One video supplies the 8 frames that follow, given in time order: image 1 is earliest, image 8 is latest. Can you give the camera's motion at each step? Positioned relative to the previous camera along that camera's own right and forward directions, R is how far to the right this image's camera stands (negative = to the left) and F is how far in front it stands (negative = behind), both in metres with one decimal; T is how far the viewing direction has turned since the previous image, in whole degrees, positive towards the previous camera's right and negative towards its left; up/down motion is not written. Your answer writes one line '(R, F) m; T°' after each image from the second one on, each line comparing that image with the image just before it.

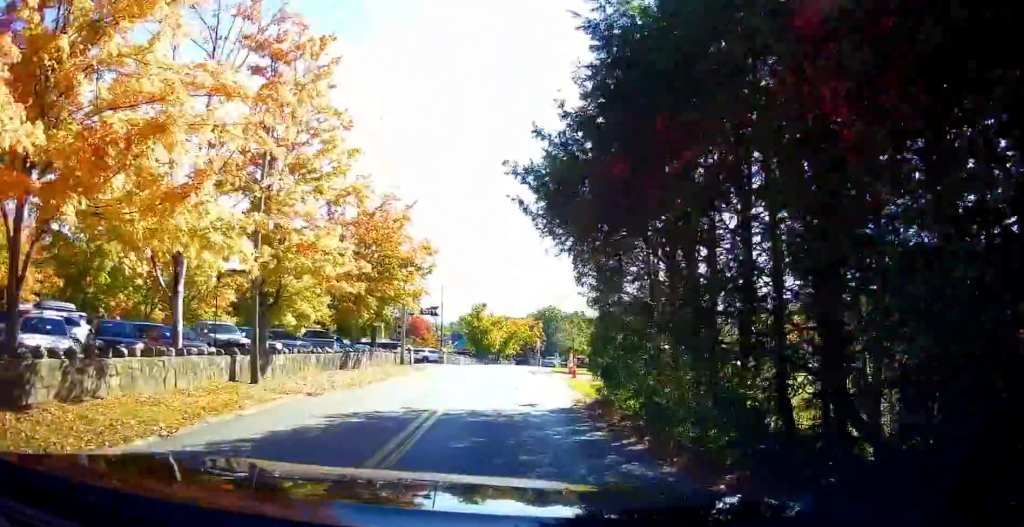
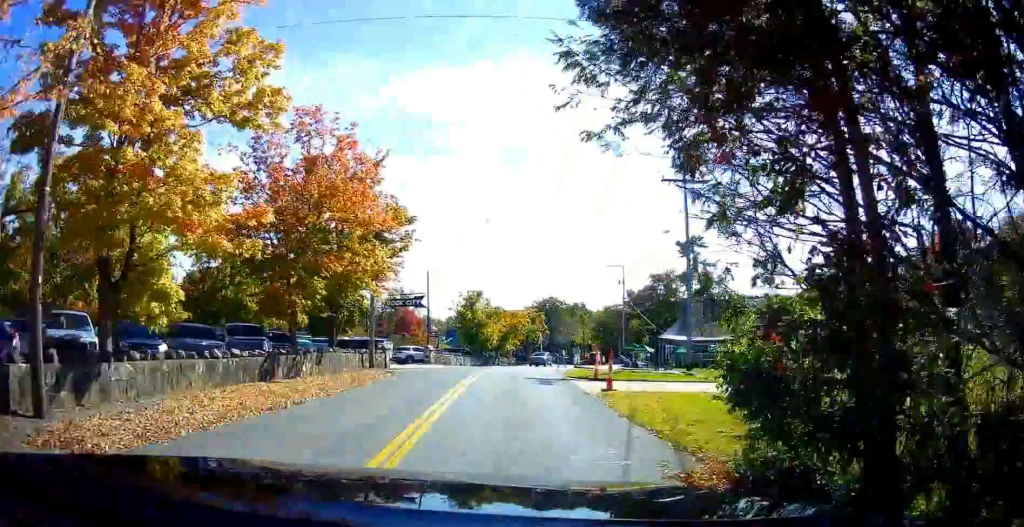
(+0.2, +7.7) m; -4°
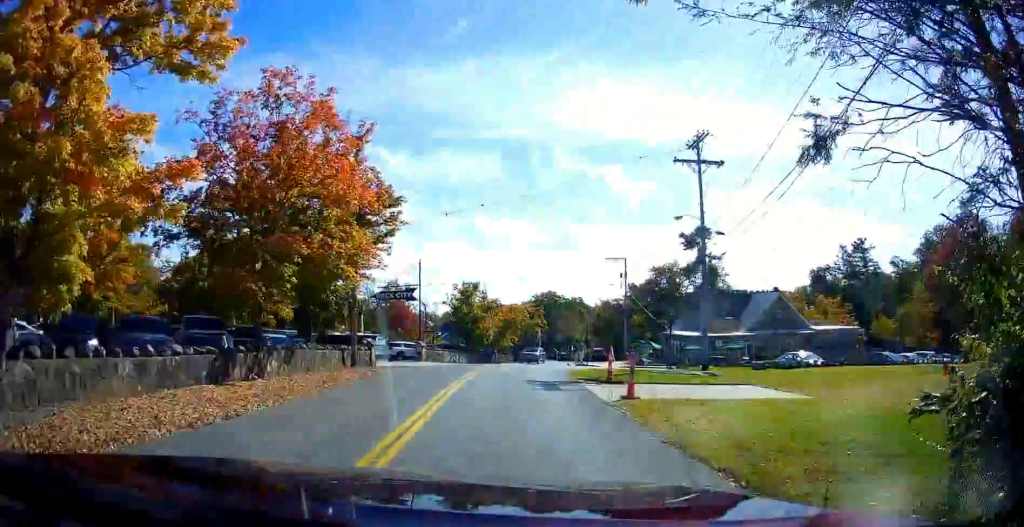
(-0.1, +2.8) m; -3°
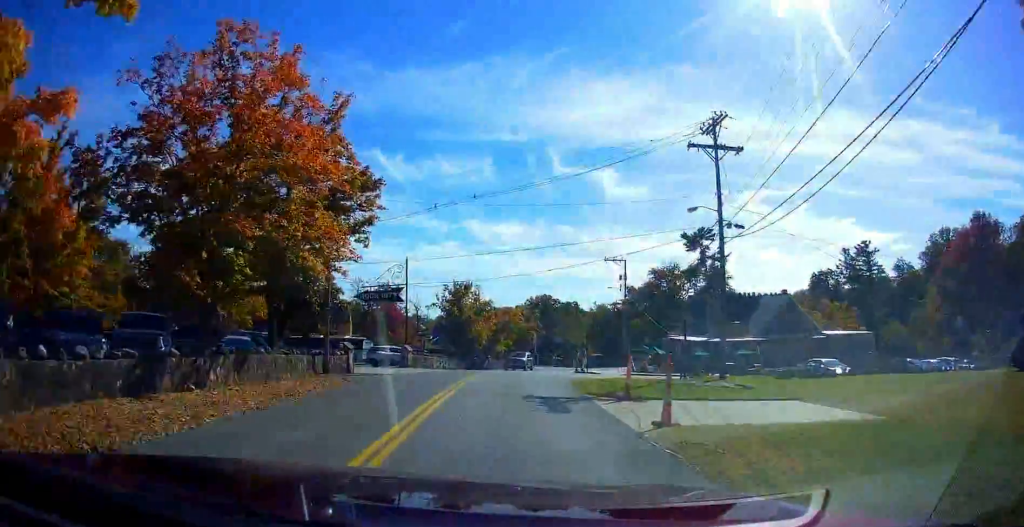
(0.0, +2.9) m; 0°
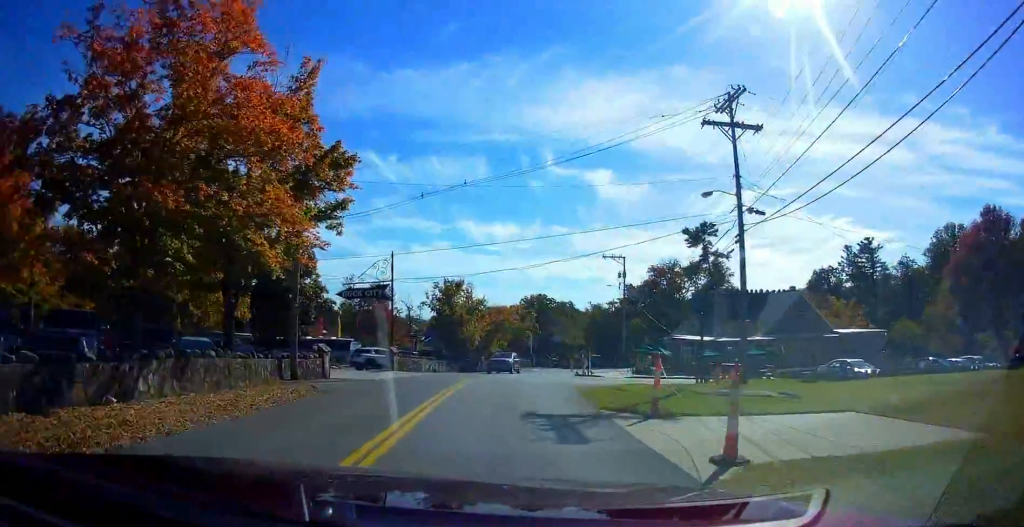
(0.0, +2.7) m; 0°
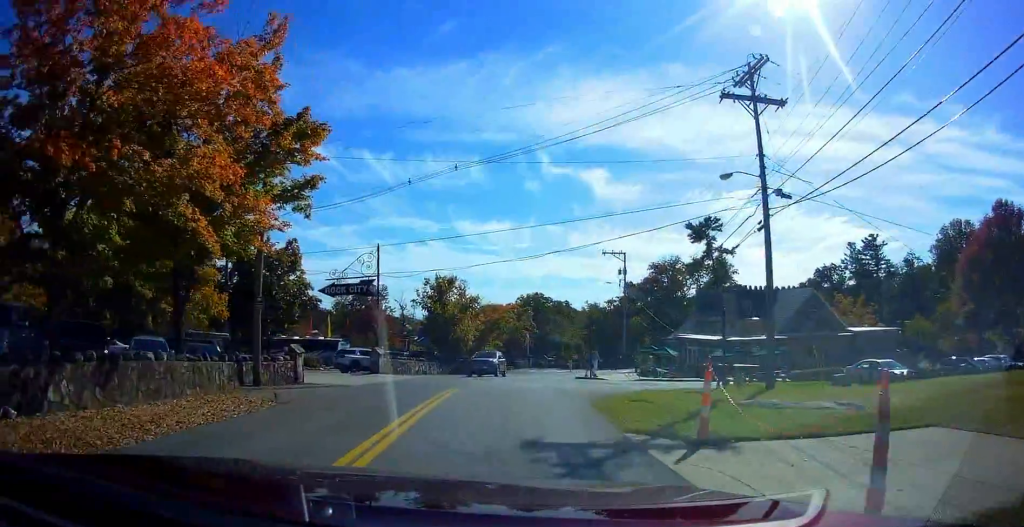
(0.0, +2.6) m; +5°
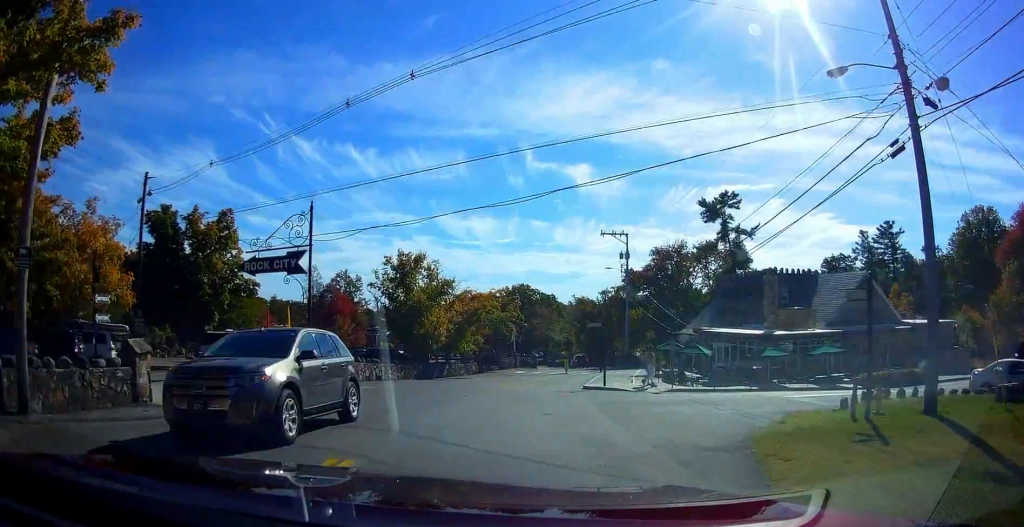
(+0.8, +7.5) m; +1°
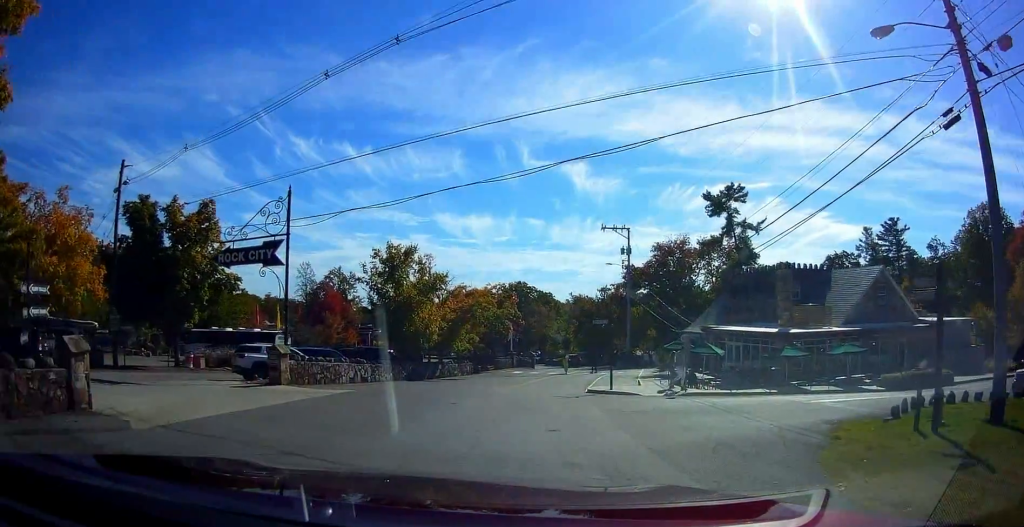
(-0.1, +1.6) m; -5°
